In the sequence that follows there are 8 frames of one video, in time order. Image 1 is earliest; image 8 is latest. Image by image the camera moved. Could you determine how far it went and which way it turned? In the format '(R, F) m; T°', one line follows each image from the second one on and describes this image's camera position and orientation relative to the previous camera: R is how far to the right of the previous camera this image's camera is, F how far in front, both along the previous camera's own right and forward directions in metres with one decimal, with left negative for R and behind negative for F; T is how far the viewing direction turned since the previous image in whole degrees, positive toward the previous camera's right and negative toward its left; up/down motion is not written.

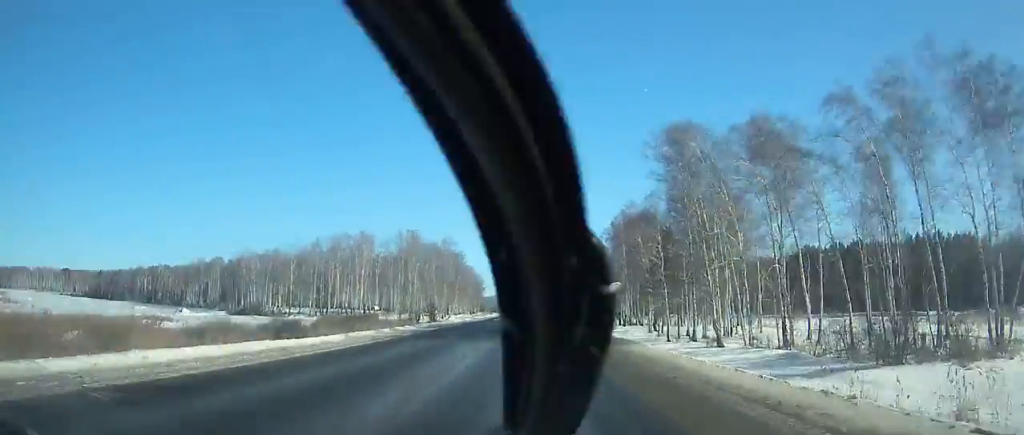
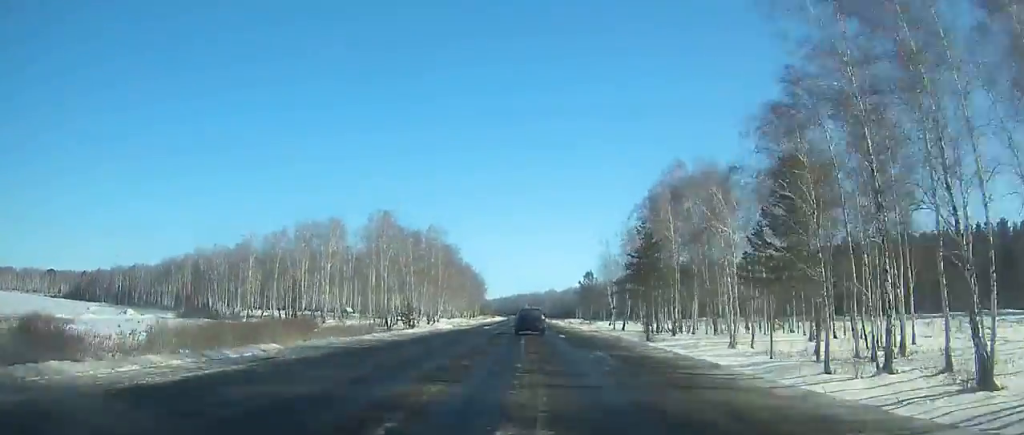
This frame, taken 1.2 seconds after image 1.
(0.0, +28.6) m; 0°
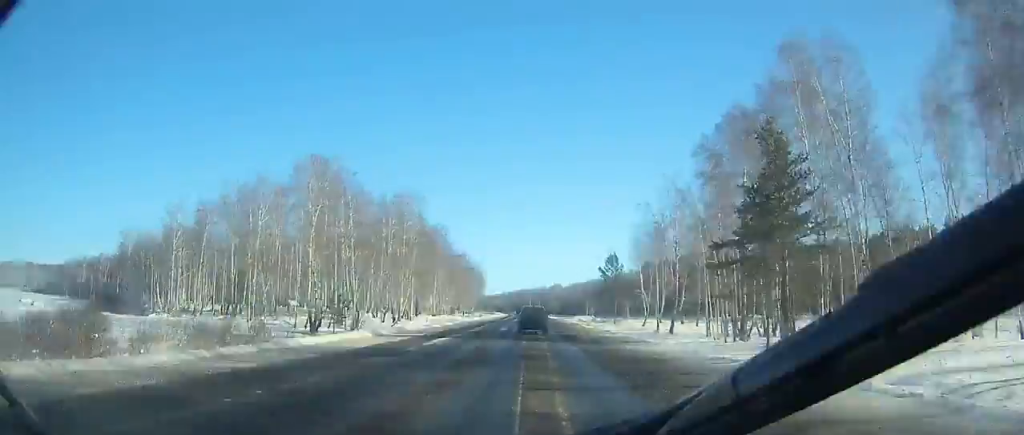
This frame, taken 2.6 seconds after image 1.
(-0.3, +32.9) m; 0°
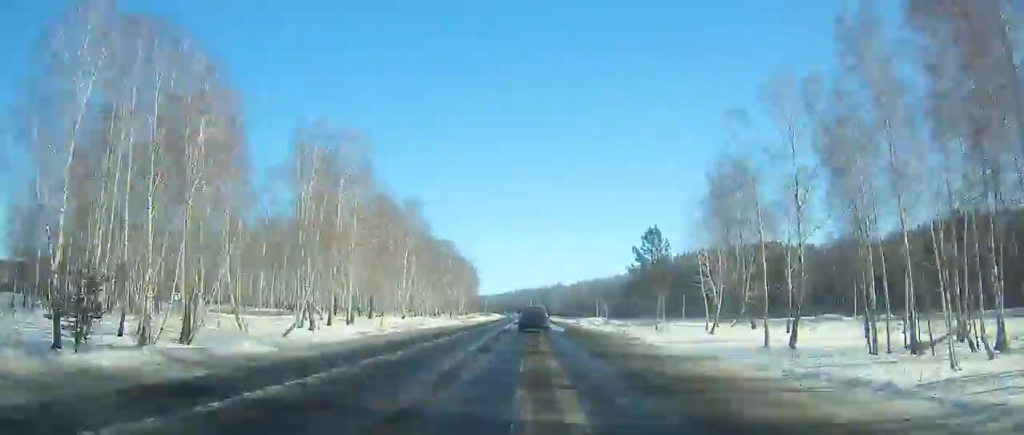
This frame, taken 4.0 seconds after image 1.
(-0.1, +32.9) m; 0°
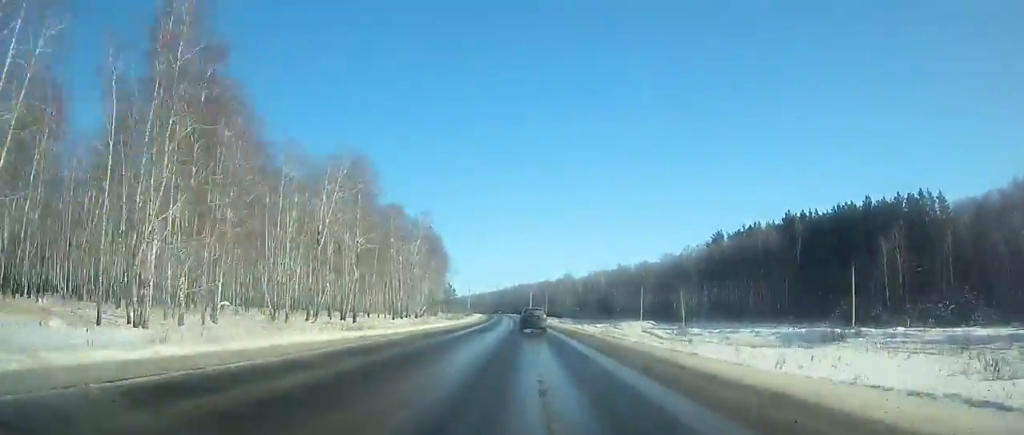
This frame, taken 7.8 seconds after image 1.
(-0.4, +87.9) m; -1°
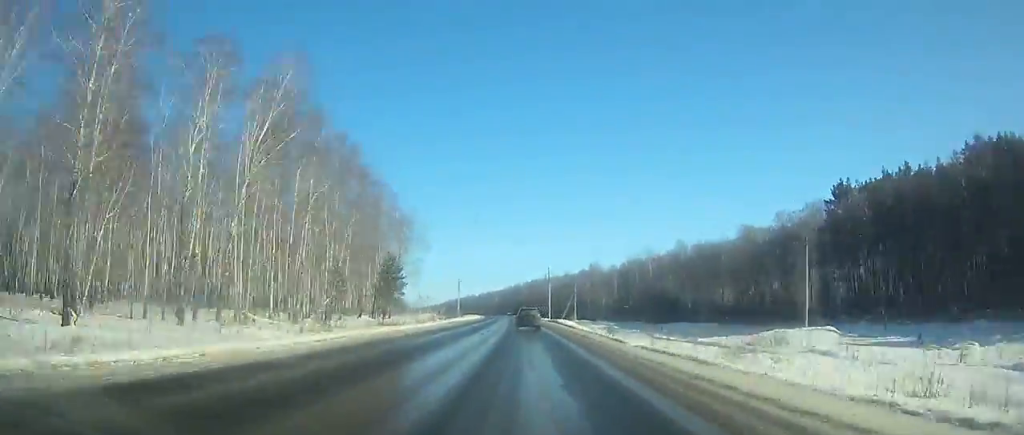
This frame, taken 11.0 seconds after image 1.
(-0.5, +73.2) m; -1°
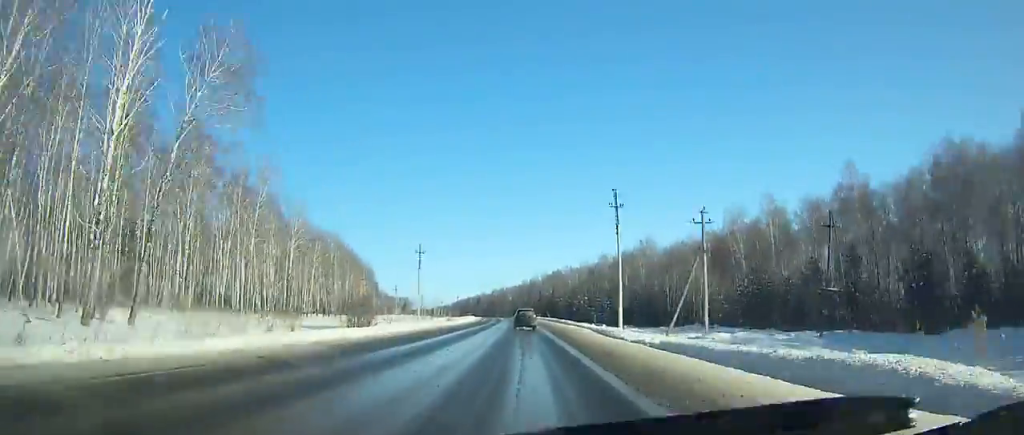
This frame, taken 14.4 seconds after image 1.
(-1.4, +77.4) m; -2°
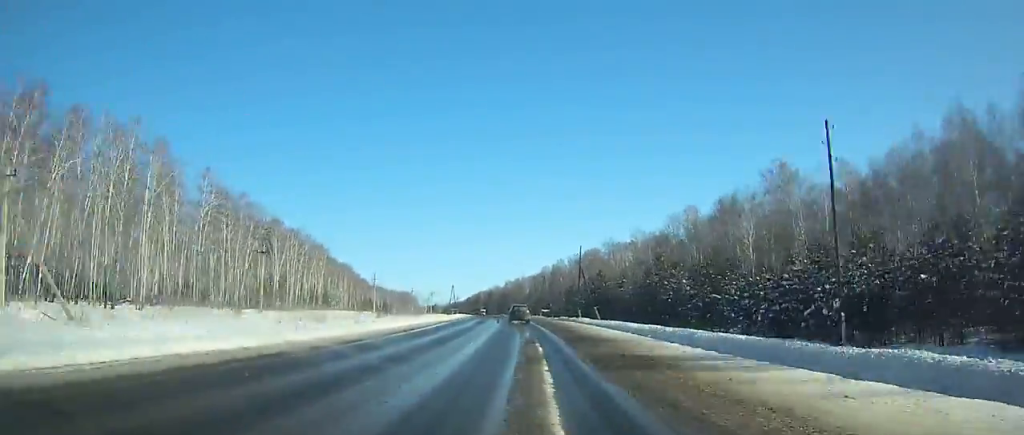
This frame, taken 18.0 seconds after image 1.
(-1.2, +81.7) m; -2°
